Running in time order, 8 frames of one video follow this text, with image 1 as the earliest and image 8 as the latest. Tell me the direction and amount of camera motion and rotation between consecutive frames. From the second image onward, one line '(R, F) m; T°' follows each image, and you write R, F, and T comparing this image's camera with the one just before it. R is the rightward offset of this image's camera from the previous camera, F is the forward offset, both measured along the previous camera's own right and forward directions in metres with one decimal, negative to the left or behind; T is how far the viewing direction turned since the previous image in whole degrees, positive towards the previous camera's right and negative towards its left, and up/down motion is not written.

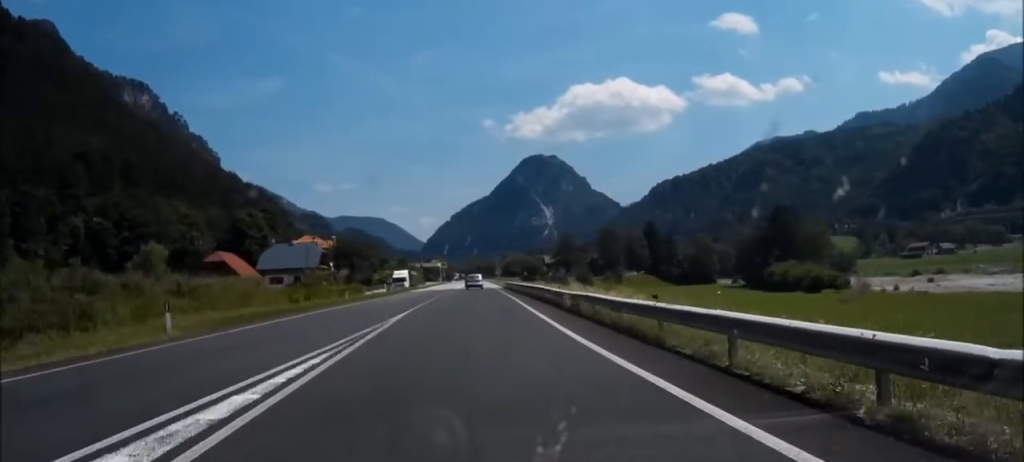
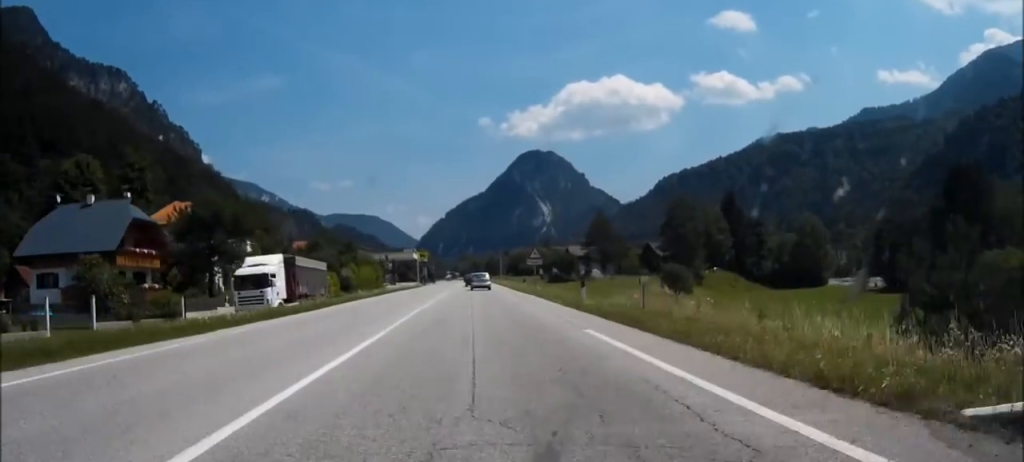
(0.0, +78.7) m; 0°
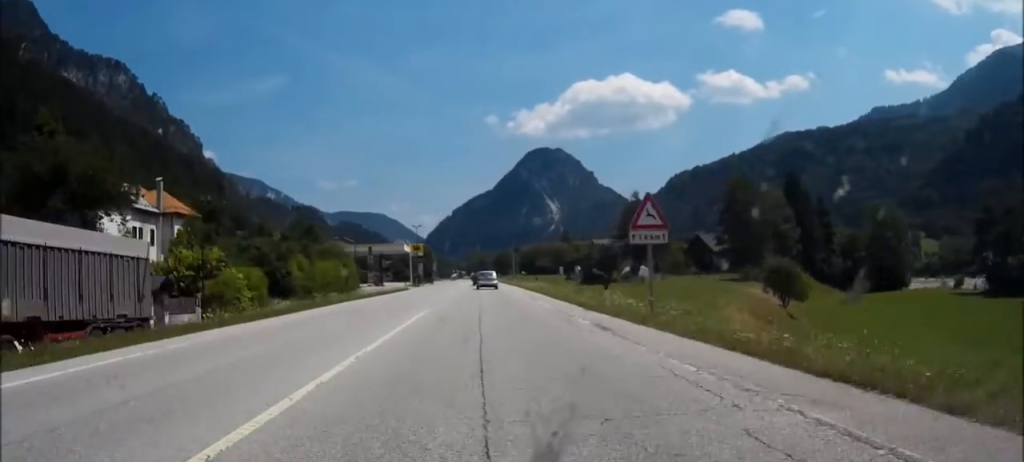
(0.0, +31.4) m; 0°
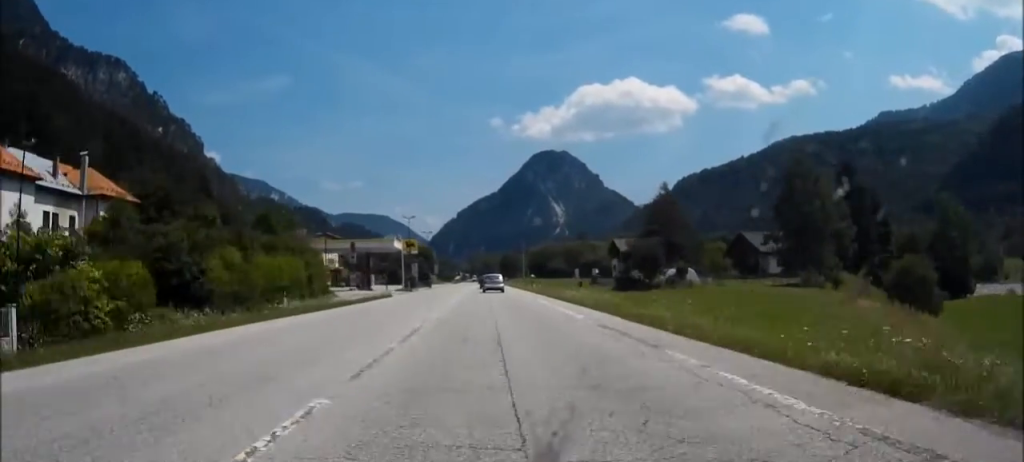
(-0.1, +19.5) m; 0°
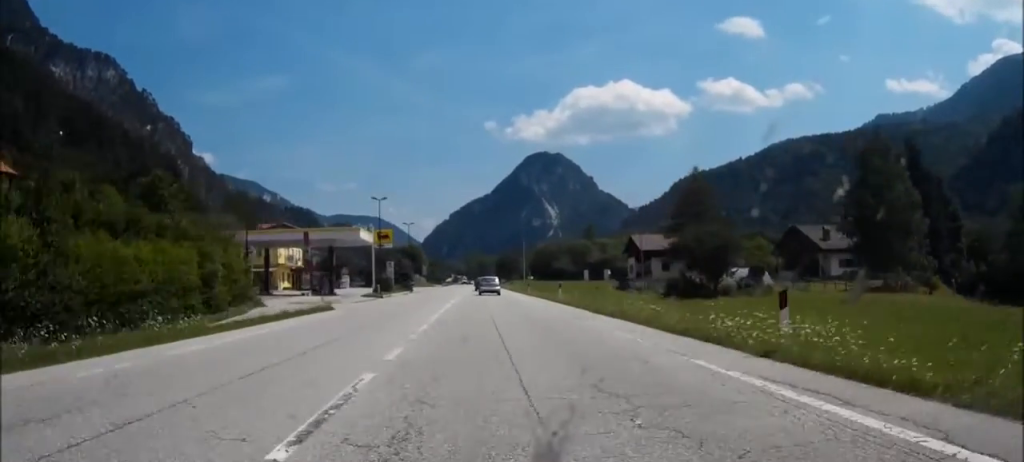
(-0.2, +22.3) m; 0°
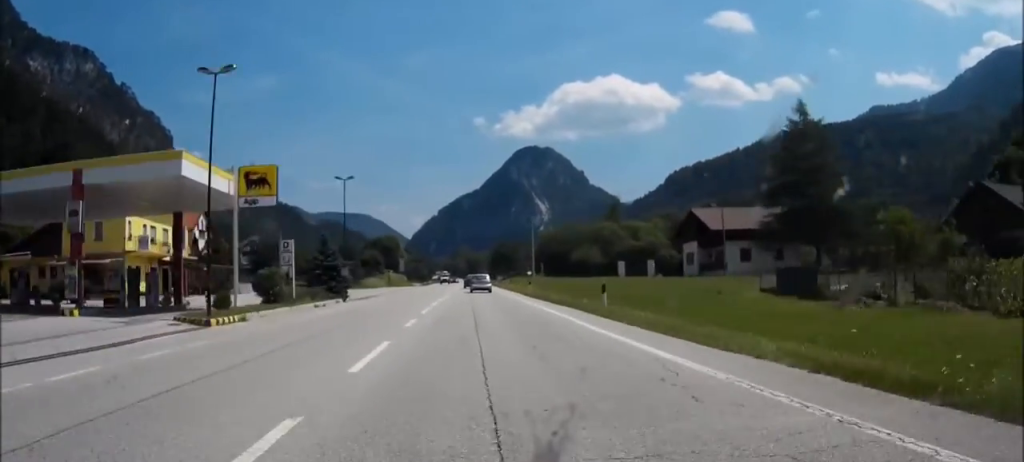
(+0.4, +41.2) m; +1°
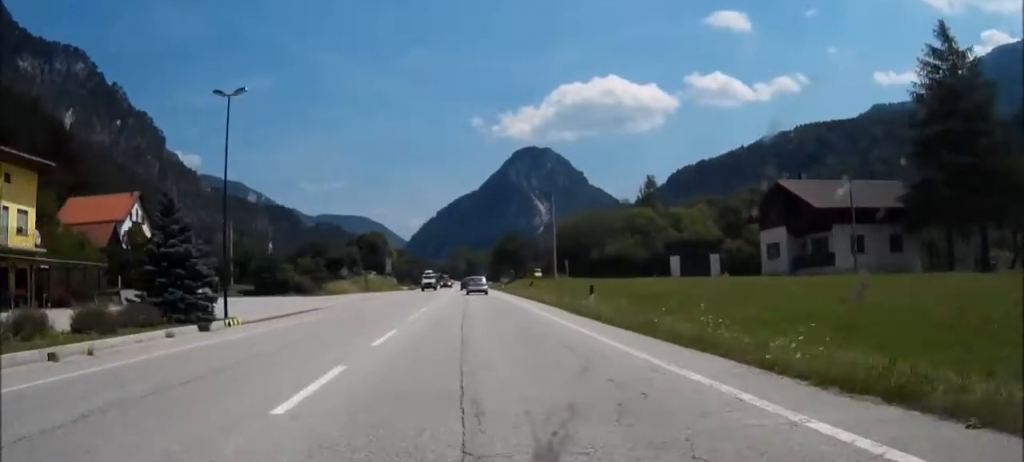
(0.0, +26.0) m; 0°
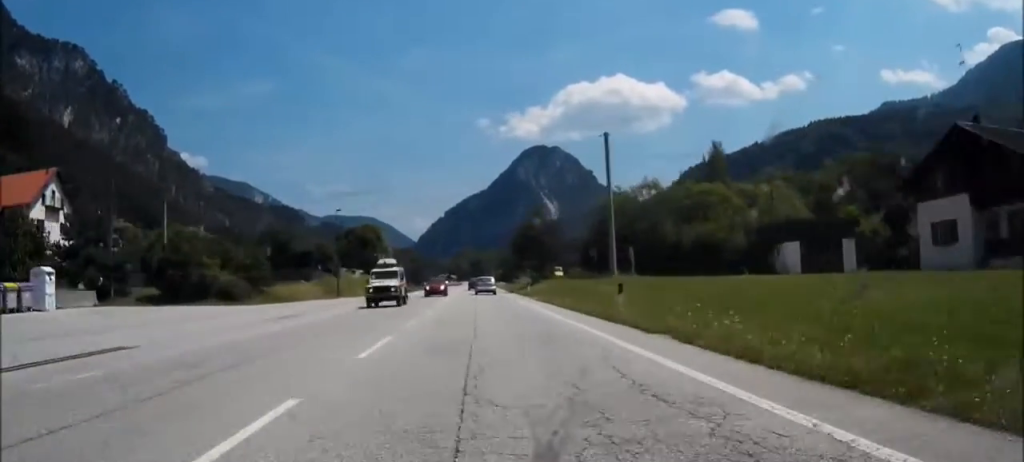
(0.0, +24.6) m; 0°
